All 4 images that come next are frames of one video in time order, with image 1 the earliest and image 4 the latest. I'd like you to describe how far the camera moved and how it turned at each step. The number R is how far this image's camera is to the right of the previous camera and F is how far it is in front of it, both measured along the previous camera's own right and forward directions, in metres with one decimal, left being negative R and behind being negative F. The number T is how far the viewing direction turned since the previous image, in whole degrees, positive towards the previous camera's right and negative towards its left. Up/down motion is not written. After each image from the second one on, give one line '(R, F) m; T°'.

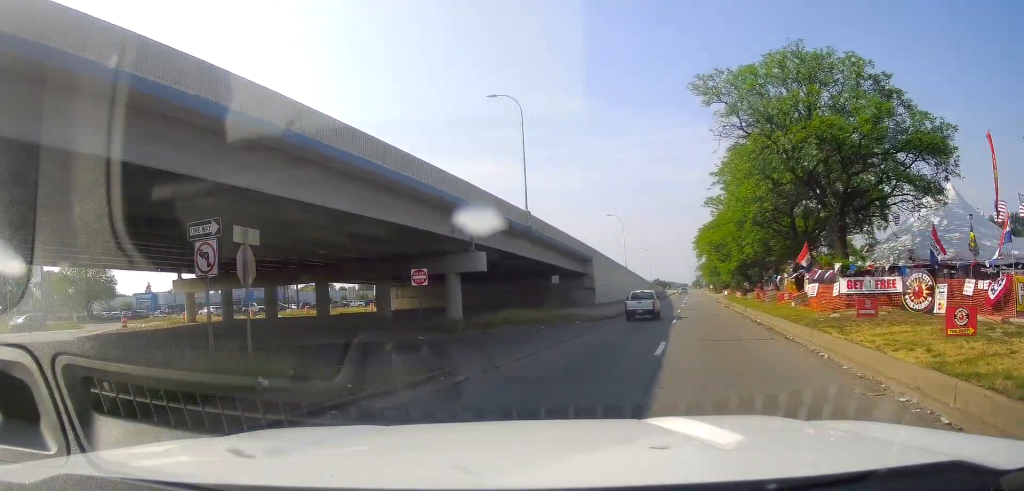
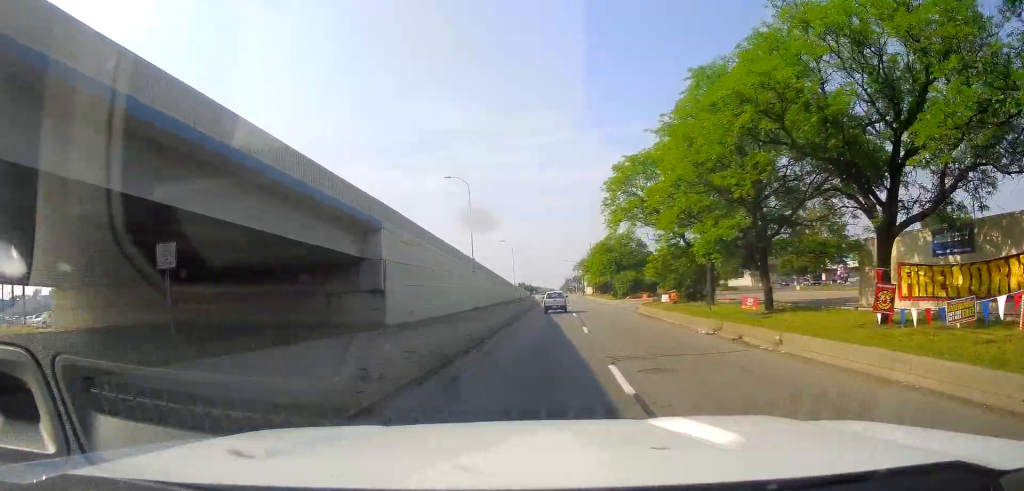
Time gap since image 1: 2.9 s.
(+4.9, +34.6) m; +12°
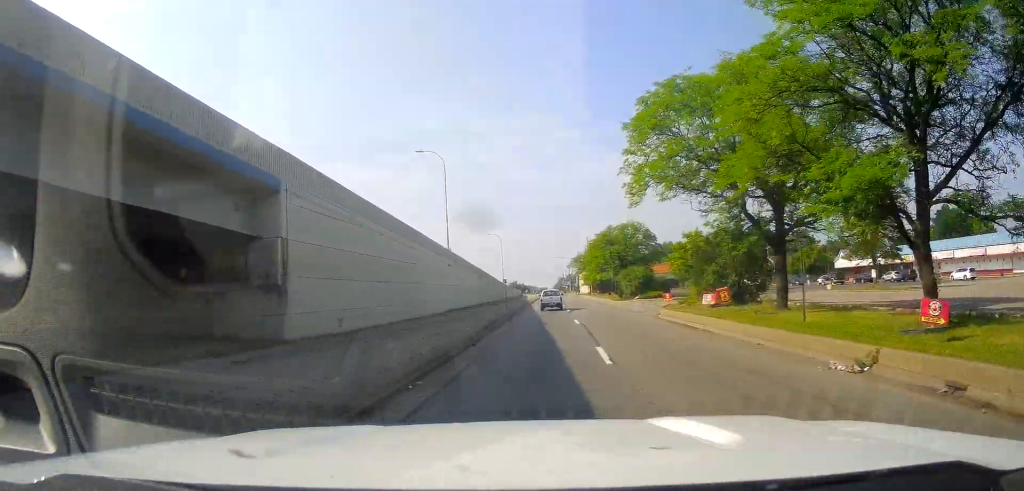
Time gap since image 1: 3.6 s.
(+0.1, +11.2) m; -1°
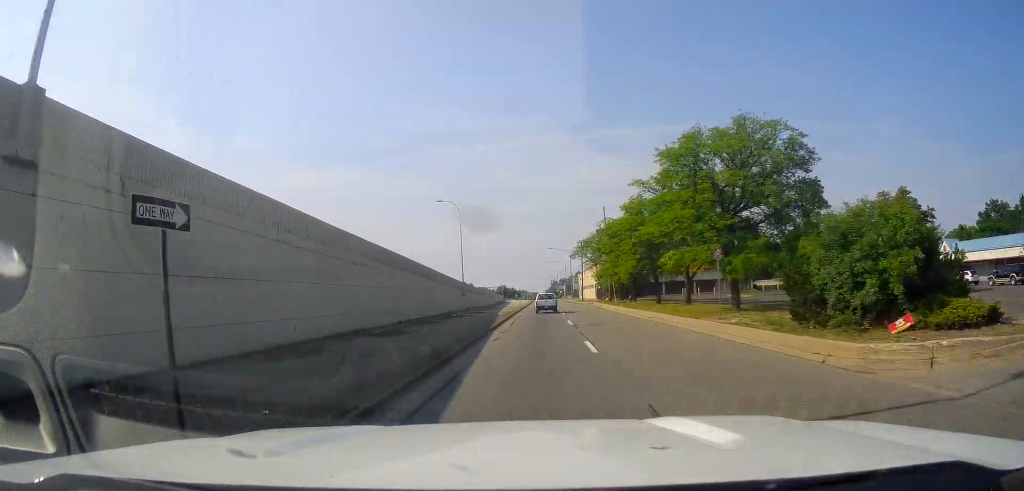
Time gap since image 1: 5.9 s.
(-0.6, +42.4) m; +1°
